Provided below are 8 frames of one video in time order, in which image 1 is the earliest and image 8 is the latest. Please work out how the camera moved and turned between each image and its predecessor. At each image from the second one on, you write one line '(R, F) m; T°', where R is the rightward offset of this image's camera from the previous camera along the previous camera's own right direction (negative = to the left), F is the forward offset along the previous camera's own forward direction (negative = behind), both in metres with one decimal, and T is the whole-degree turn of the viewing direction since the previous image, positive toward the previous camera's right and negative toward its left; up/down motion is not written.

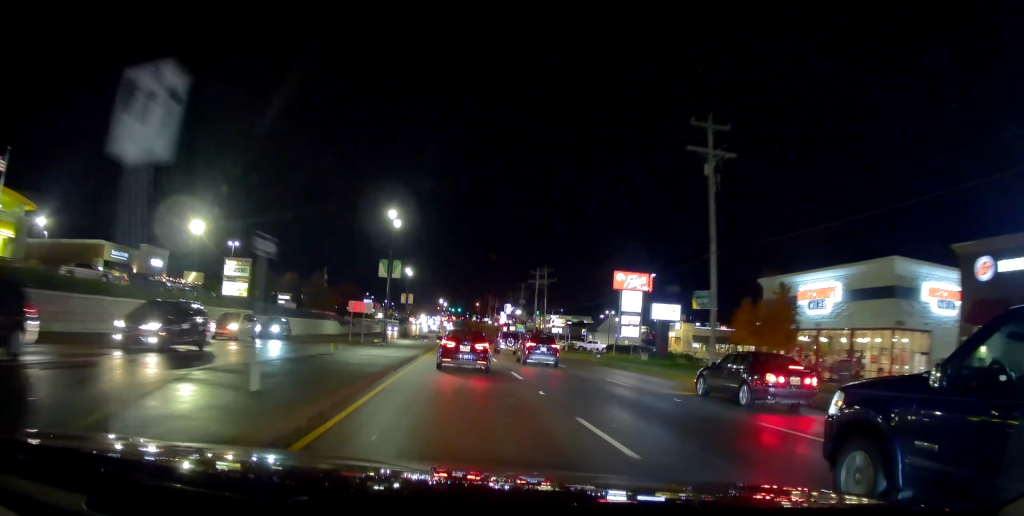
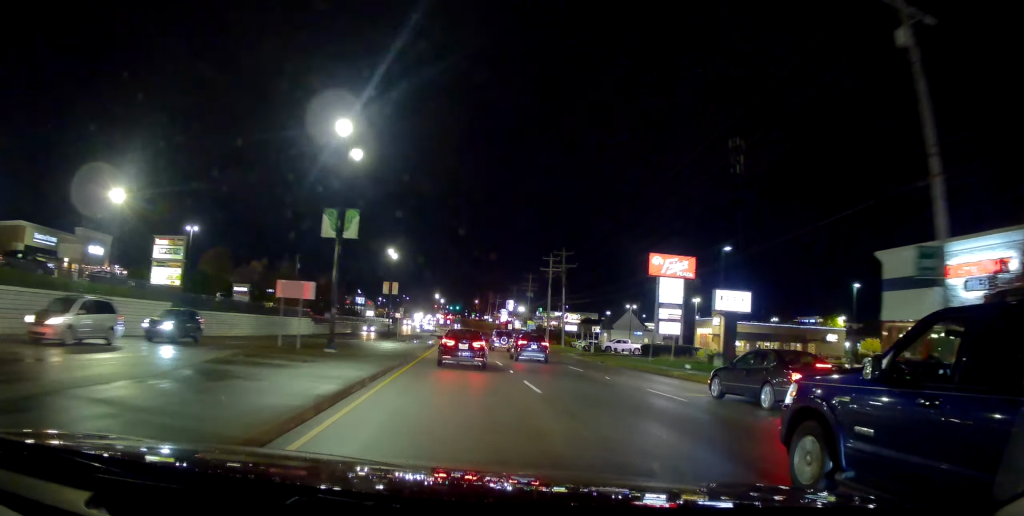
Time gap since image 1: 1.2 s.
(-0.2, +17.2) m; 0°
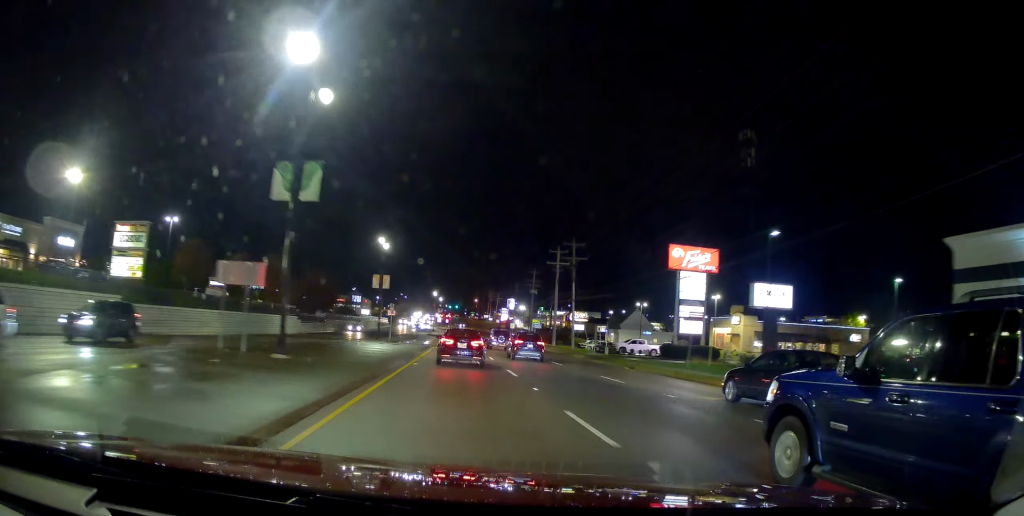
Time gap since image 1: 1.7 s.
(0.0, +6.9) m; +1°
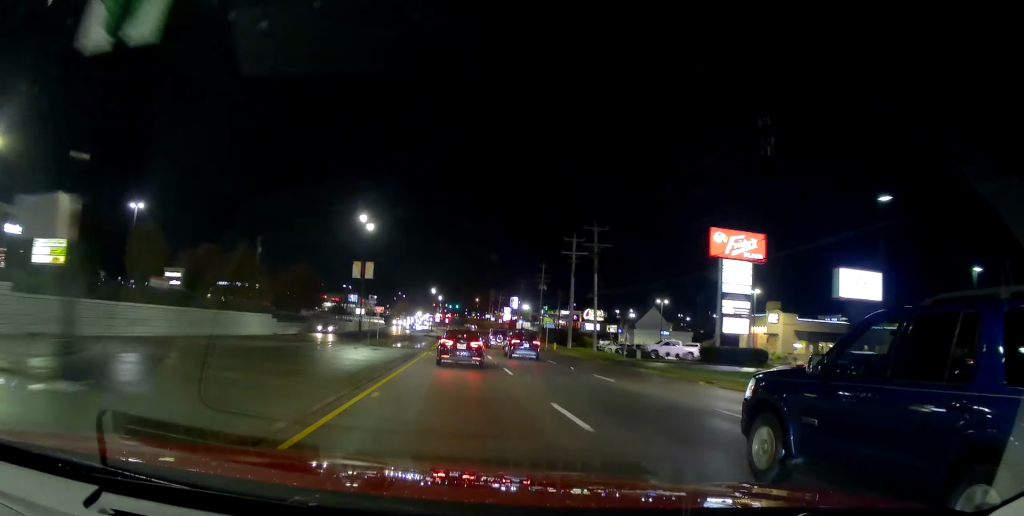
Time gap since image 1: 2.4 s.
(+0.2, +10.8) m; +1°
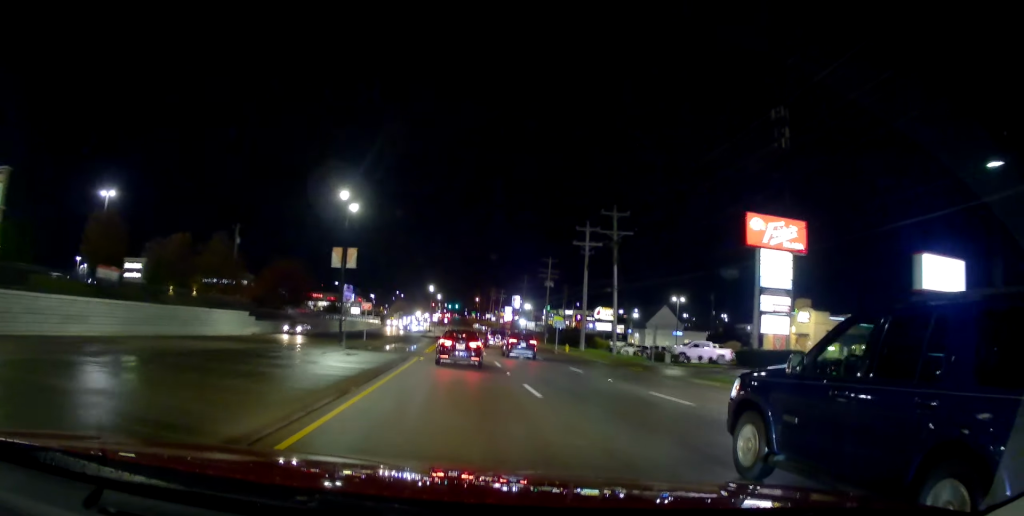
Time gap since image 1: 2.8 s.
(0.0, +7.3) m; 0°
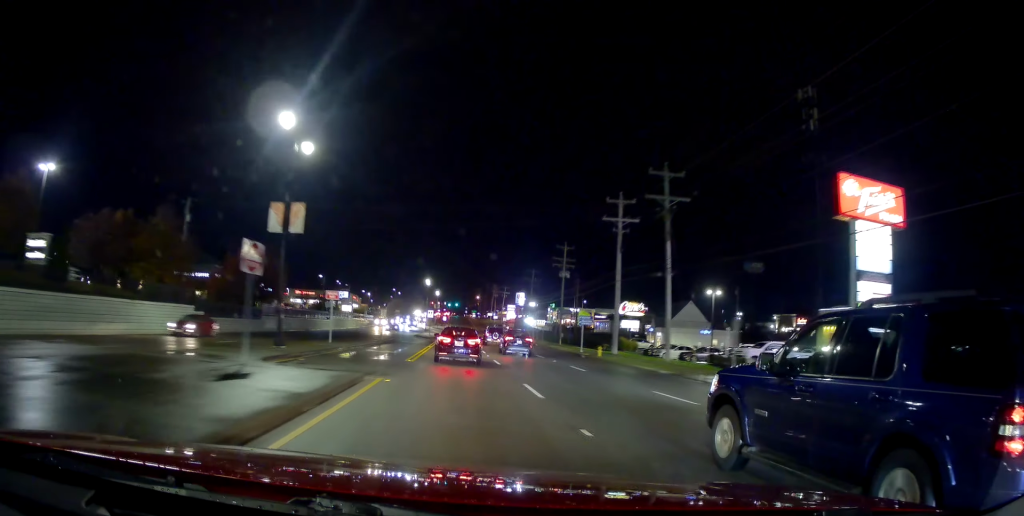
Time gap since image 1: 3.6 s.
(+0.1, +12.7) m; -1°
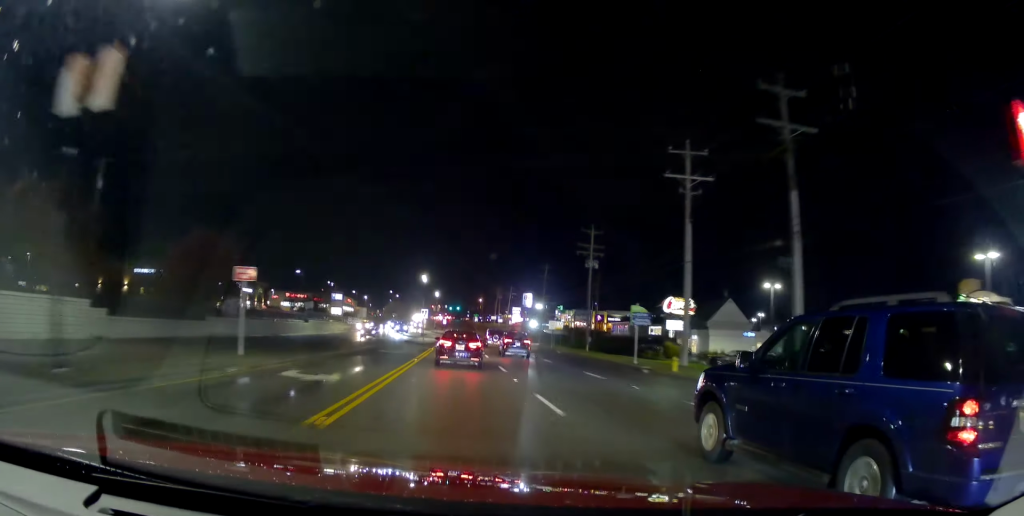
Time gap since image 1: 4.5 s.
(-0.4, +14.6) m; 0°
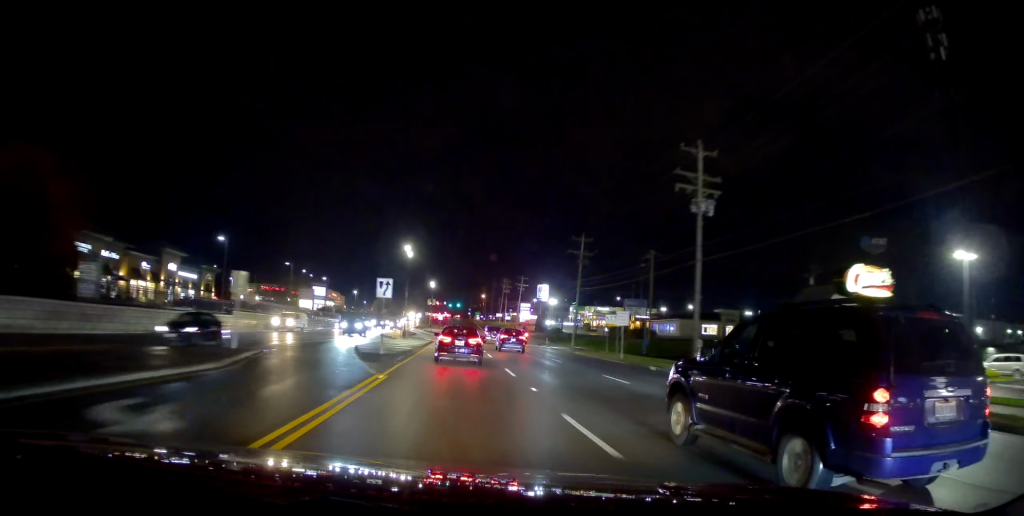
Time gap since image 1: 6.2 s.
(-0.1, +28.1) m; -1°
